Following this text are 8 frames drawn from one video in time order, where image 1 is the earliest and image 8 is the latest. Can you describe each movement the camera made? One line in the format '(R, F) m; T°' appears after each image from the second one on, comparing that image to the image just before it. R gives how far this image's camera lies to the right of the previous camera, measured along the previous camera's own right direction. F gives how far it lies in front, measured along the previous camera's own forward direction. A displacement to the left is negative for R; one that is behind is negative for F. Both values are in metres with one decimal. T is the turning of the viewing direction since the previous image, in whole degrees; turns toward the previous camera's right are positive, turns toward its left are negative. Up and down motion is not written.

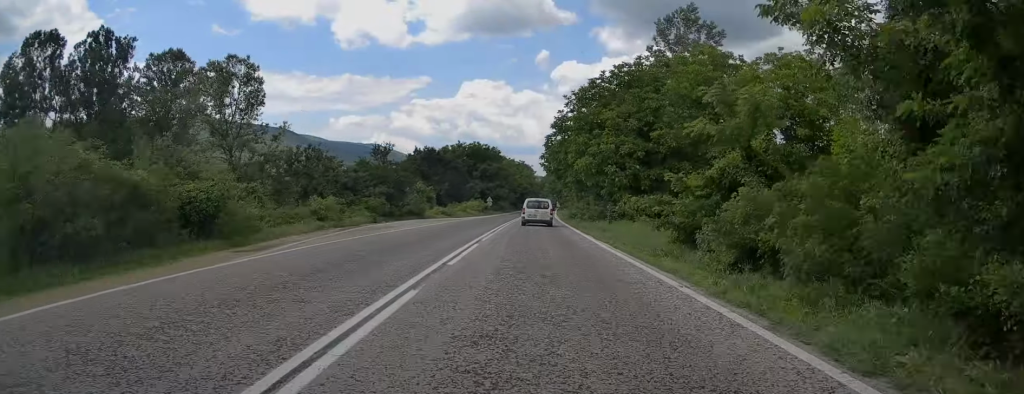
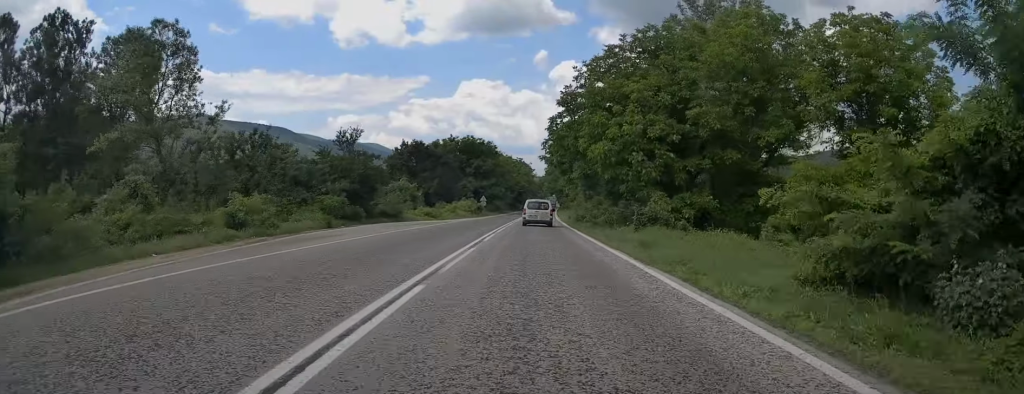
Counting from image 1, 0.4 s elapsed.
(0.0, +9.2) m; 0°
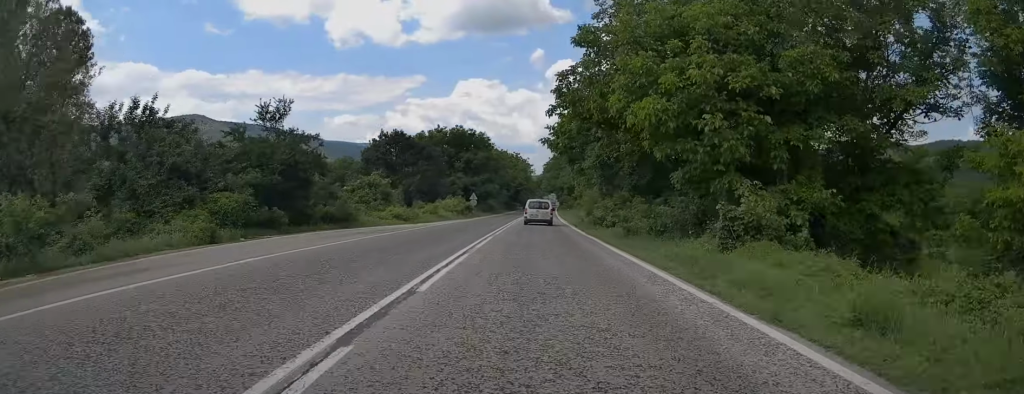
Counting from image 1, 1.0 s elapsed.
(0.0, +12.0) m; 0°
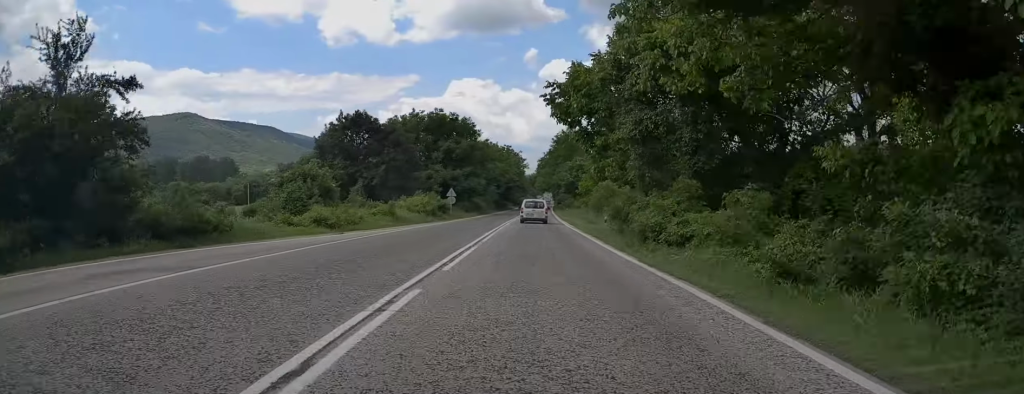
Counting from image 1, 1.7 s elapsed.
(-0.1, +14.7) m; +1°
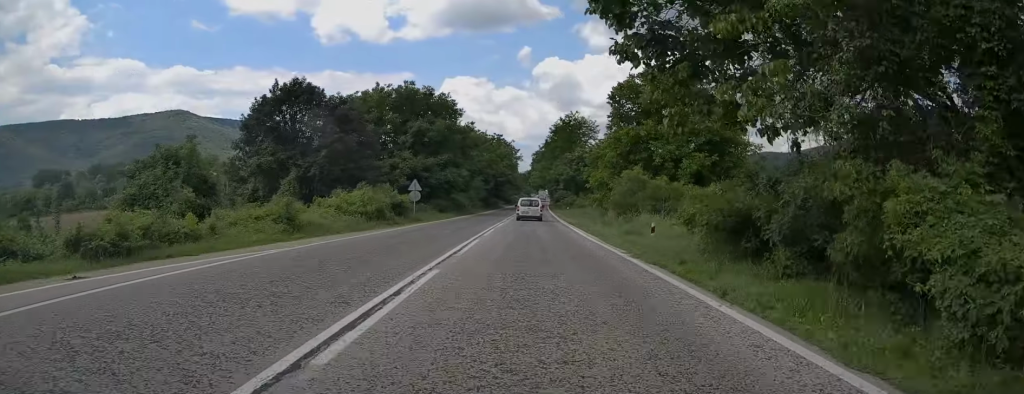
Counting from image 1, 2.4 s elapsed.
(+0.3, +15.5) m; +1°
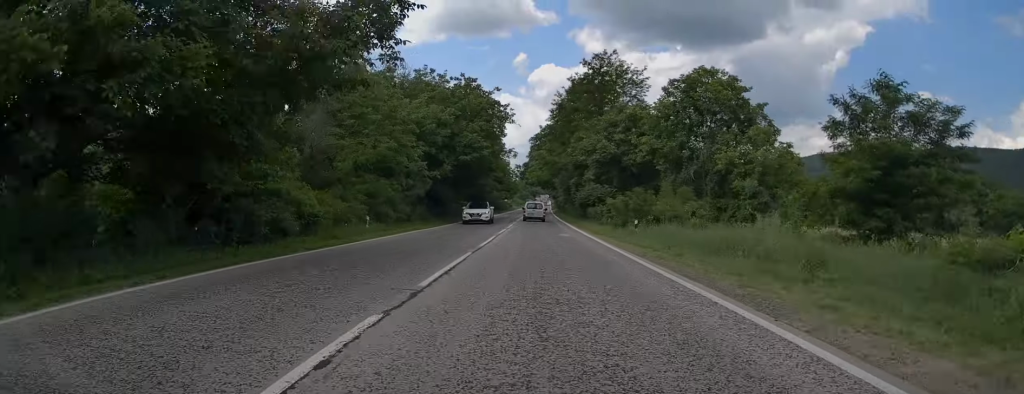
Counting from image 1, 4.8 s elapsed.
(+0.4, +48.9) m; +1°
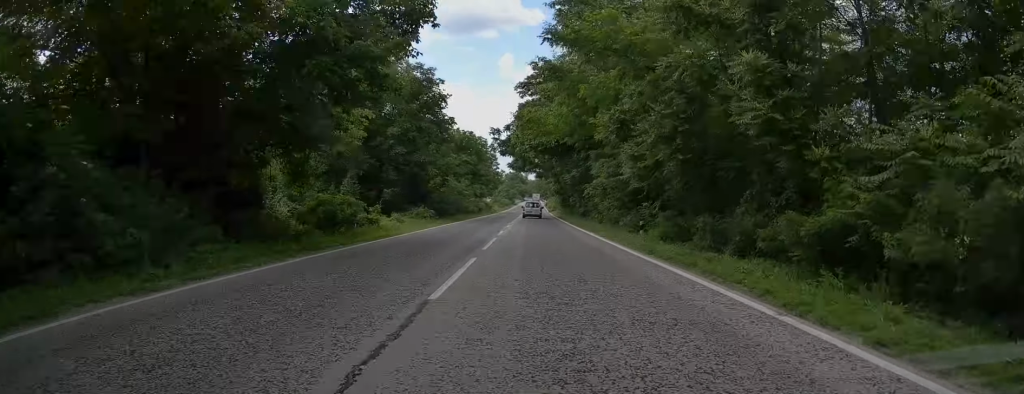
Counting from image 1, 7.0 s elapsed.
(-1.0, +46.5) m; -1°
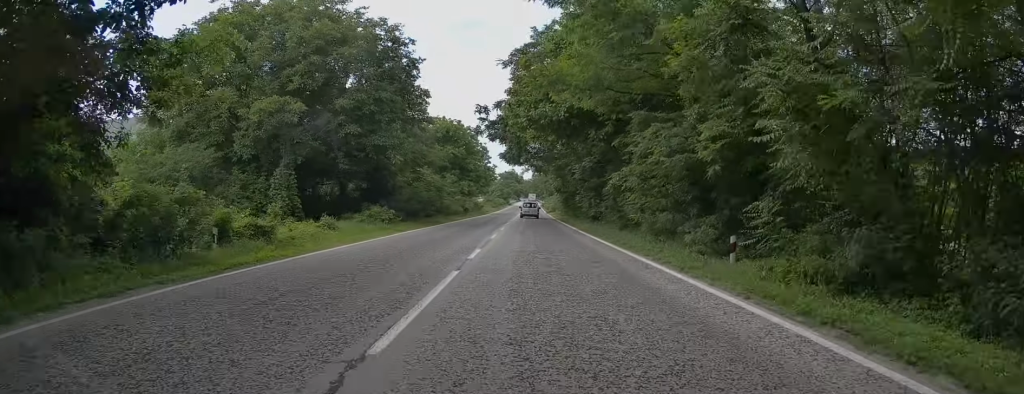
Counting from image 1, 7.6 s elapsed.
(+0.2, +11.8) m; +1°
